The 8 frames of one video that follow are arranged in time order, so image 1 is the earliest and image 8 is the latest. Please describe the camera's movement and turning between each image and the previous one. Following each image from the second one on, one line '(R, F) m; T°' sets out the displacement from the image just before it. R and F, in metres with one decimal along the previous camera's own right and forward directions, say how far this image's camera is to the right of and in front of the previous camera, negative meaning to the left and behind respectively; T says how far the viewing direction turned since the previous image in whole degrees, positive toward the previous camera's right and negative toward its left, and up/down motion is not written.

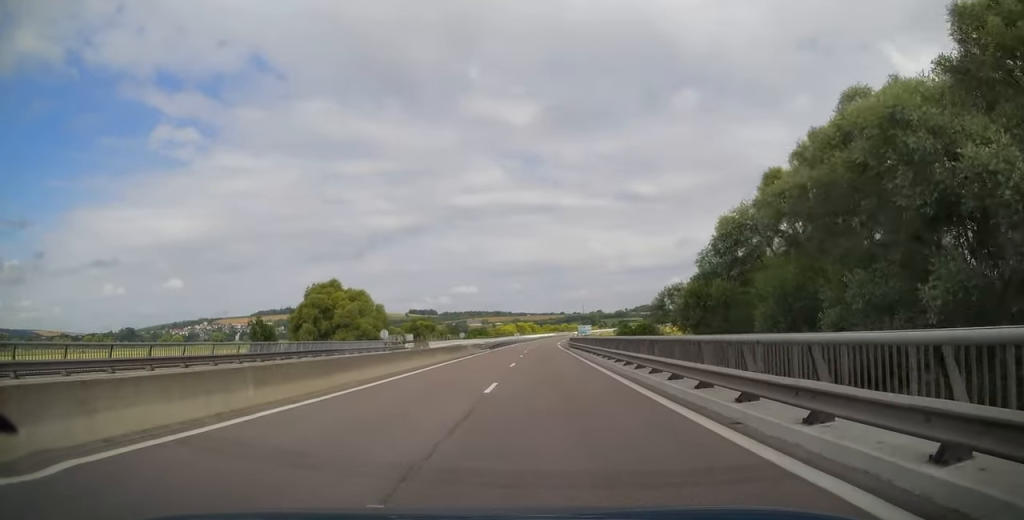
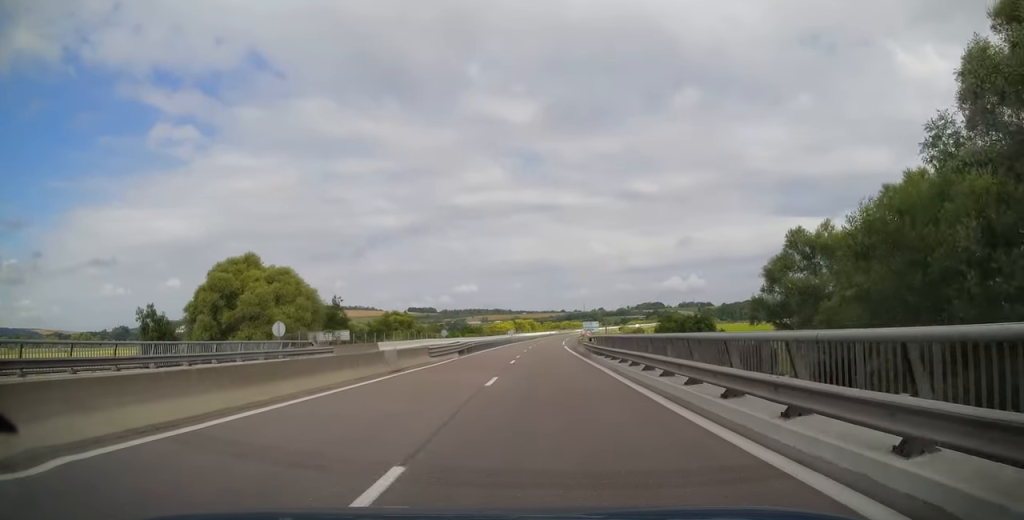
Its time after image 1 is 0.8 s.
(0.0, +24.5) m; 0°
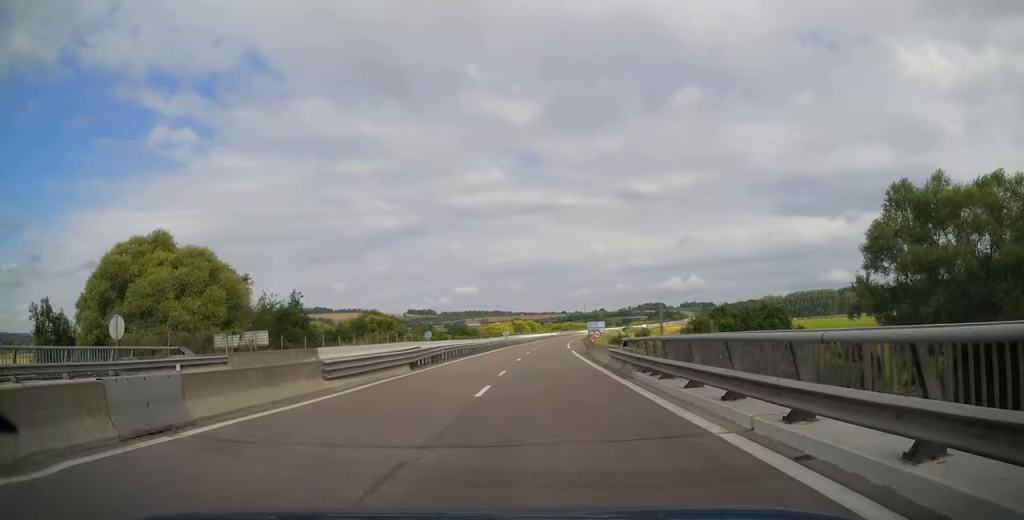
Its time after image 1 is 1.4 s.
(+0.1, +15.2) m; 0°
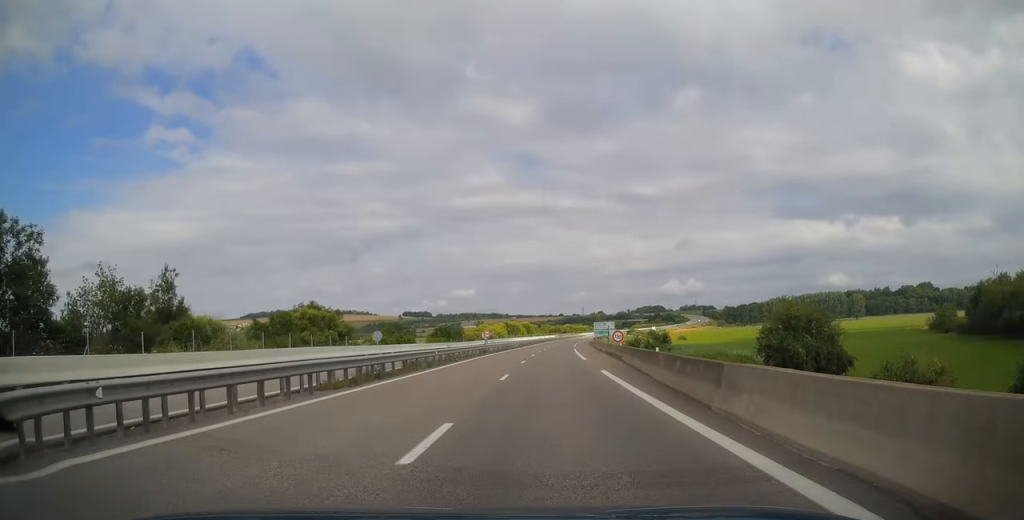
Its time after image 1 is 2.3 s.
(+0.1, +27.0) m; +1°
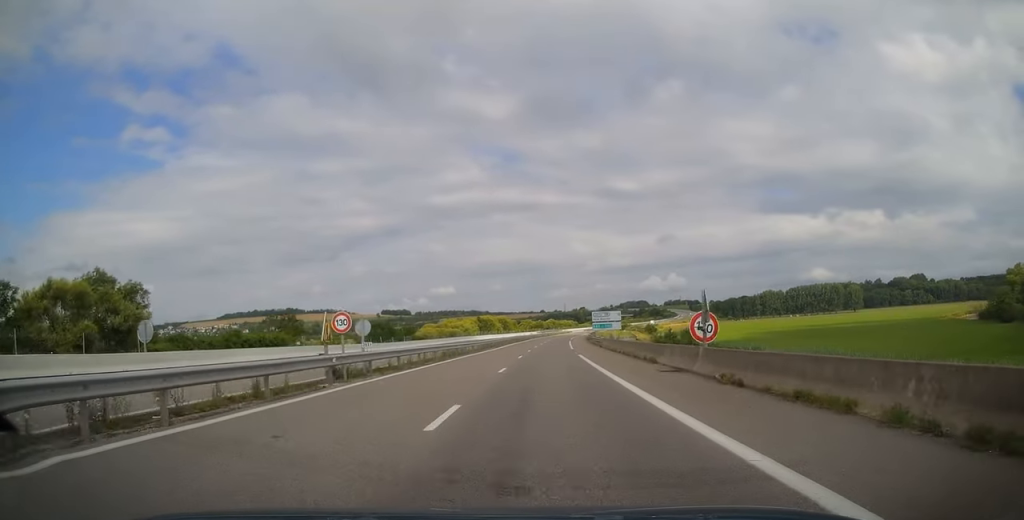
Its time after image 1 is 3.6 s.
(+0.6, +37.8) m; +1°
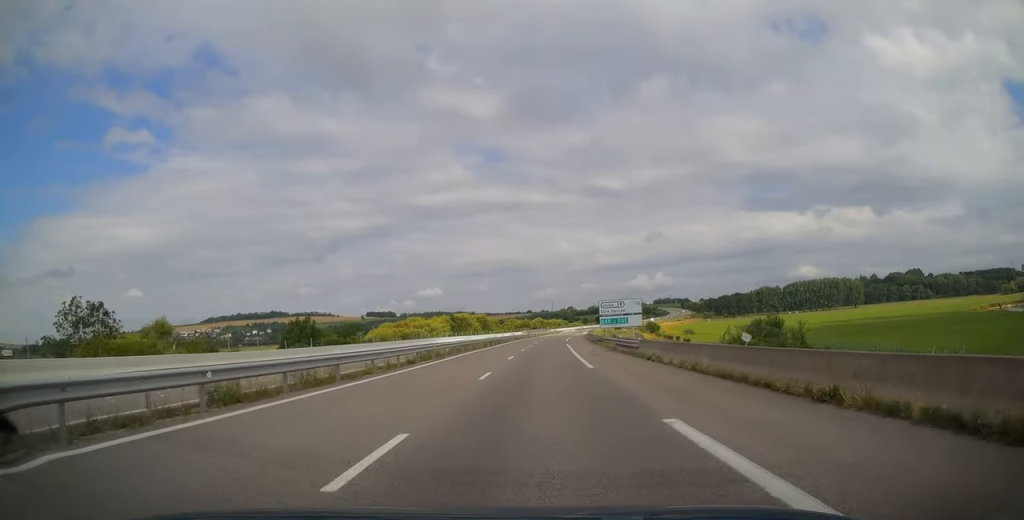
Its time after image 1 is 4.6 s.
(+0.1, +29.9) m; +1°
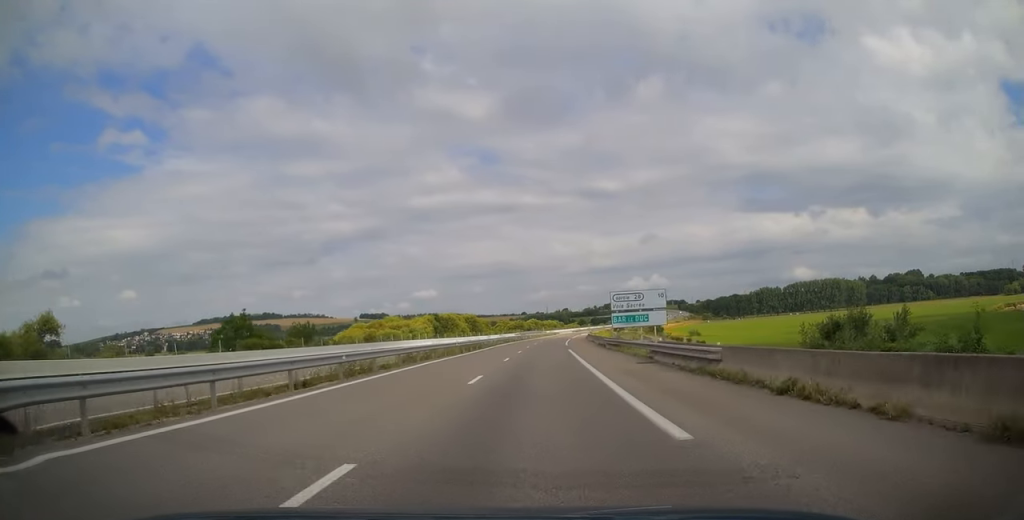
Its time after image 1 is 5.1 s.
(+0.2, +15.2) m; +1°
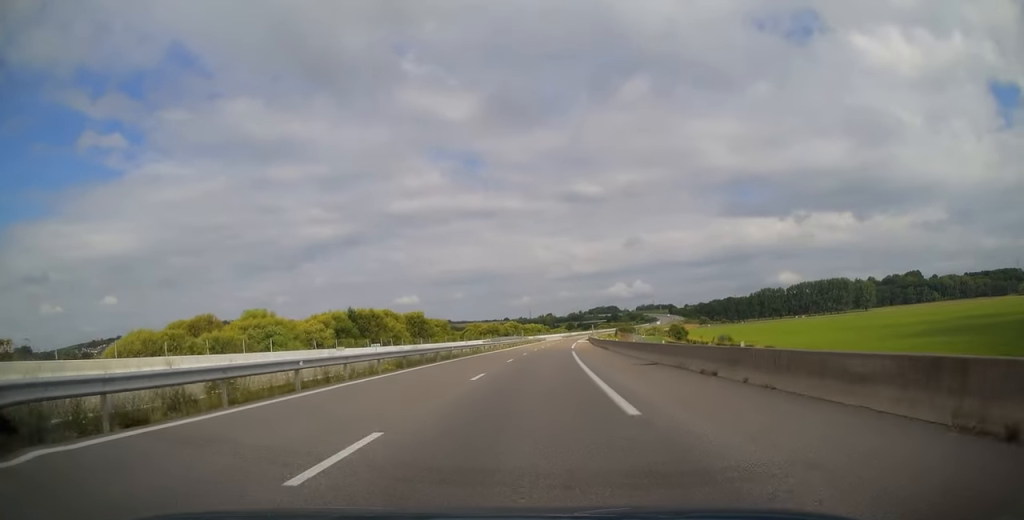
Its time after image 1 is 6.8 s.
(+0.7, +50.9) m; +2°
